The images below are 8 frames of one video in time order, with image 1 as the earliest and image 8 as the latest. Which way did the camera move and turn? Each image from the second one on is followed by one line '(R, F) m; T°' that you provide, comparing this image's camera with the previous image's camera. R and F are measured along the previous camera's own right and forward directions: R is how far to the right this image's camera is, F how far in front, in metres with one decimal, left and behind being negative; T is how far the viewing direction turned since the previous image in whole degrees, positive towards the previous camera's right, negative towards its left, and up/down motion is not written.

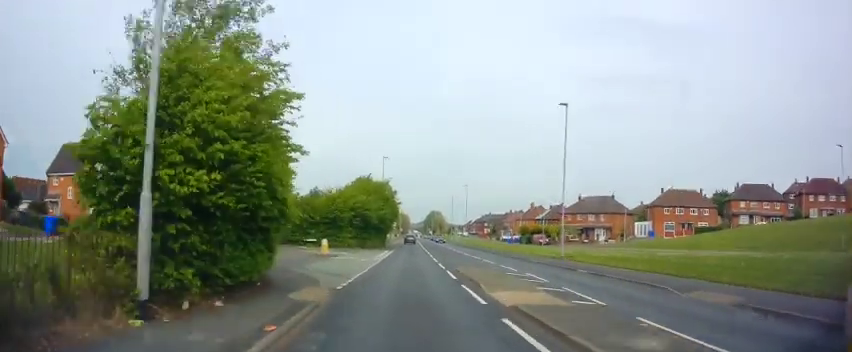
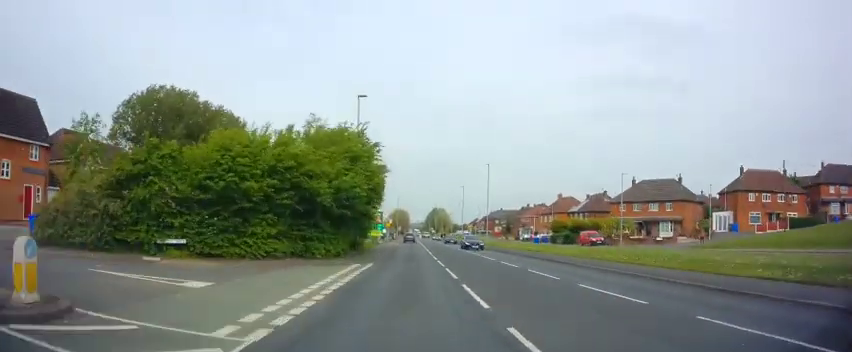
(-0.4, +24.3) m; -2°
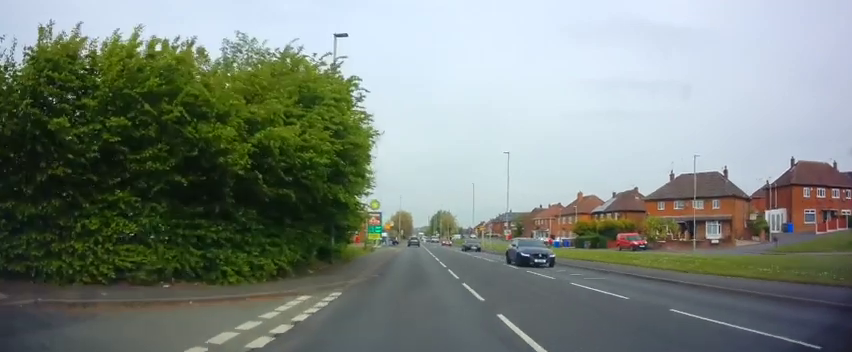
(0.0, +10.8) m; 0°
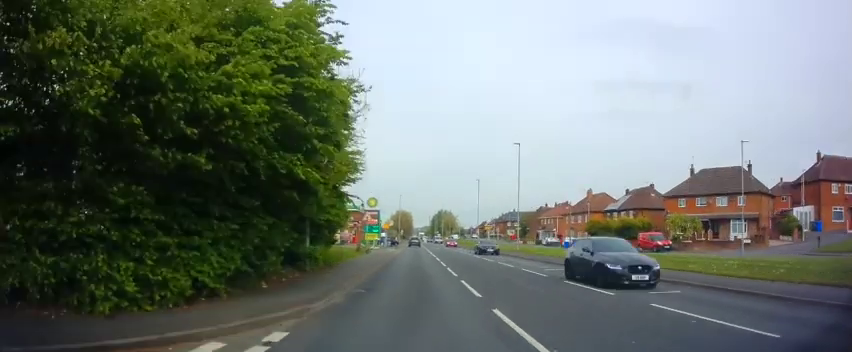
(0.0, +5.2) m; 0°
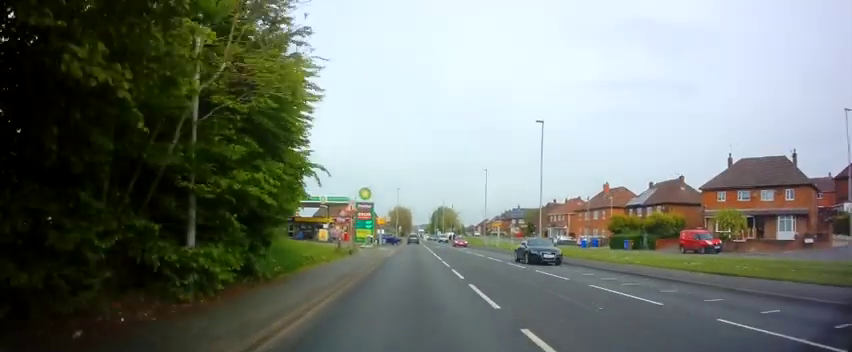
(0.0, +8.4) m; 0°
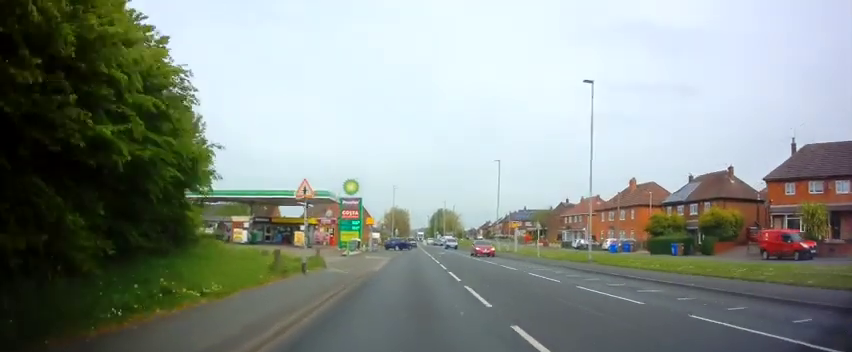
(0.0, +11.1) m; 0°
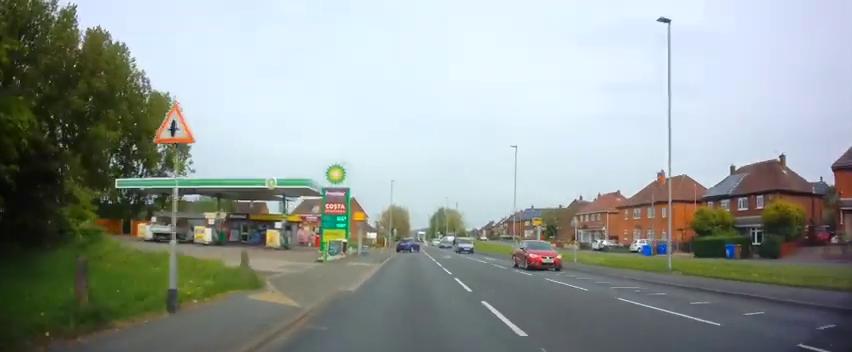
(0.0, +8.6) m; 0°
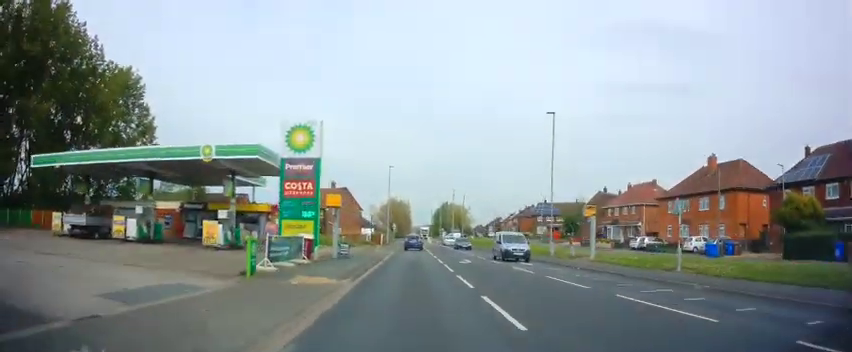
(0.0, +11.2) m; -1°
